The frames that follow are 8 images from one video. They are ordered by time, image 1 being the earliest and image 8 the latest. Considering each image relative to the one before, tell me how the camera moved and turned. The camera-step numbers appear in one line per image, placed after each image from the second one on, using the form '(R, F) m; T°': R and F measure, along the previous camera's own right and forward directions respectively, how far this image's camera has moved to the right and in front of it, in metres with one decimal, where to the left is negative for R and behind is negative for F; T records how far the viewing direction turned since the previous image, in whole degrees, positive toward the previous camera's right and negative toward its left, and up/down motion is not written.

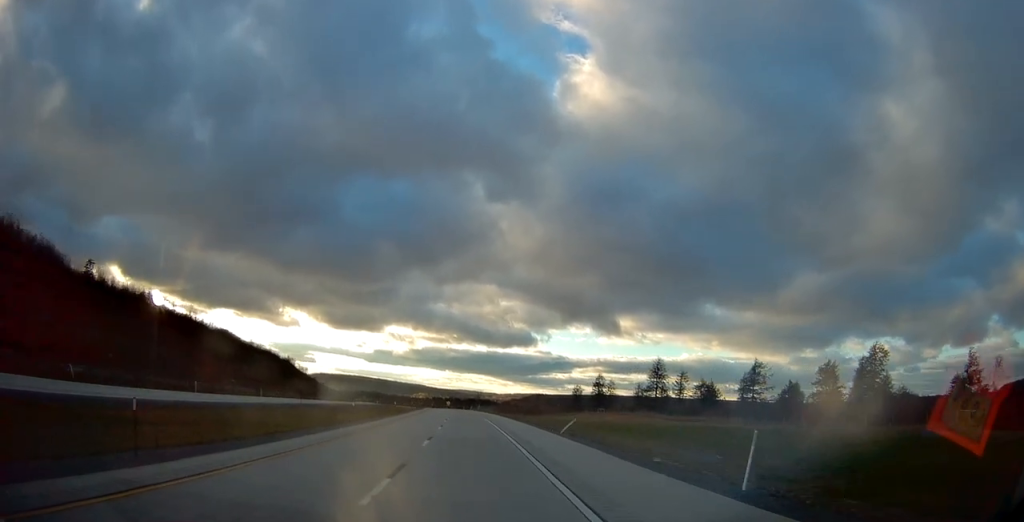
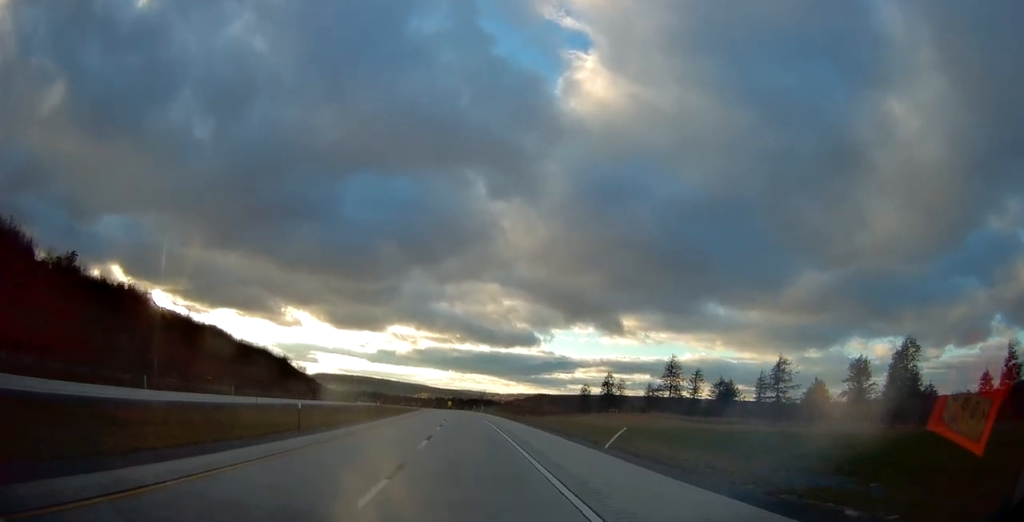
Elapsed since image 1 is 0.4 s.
(0.0, +11.9) m; 0°
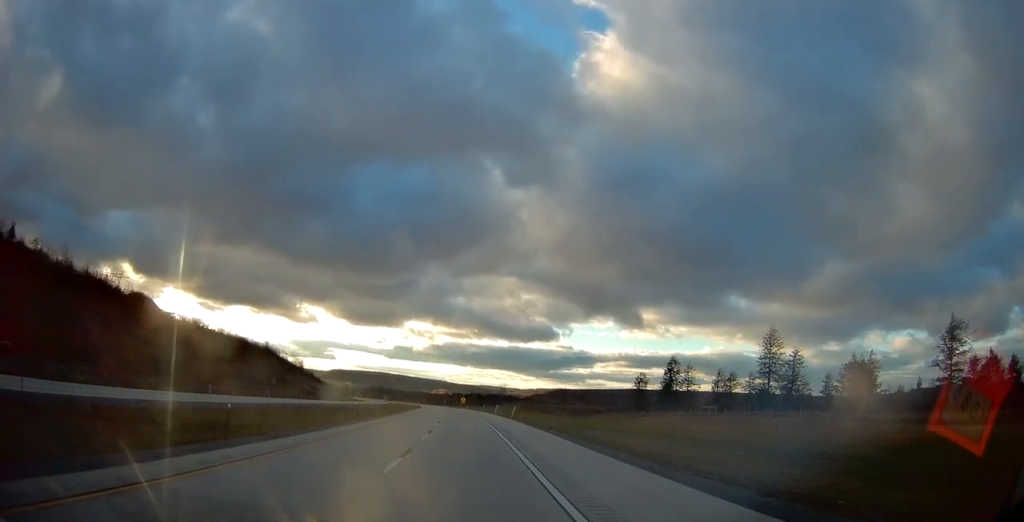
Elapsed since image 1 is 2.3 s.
(-0.8, +55.8) m; -2°
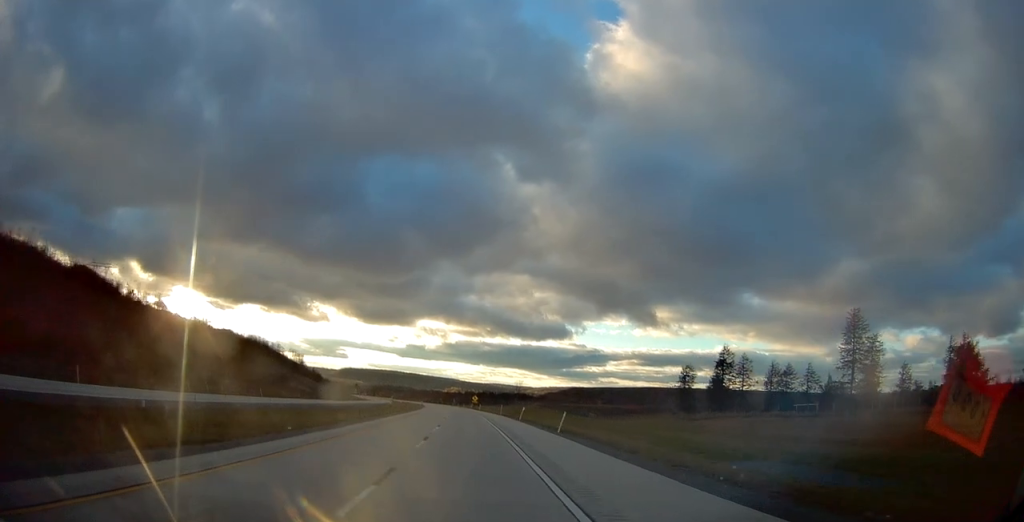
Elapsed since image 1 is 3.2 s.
(-0.4, +29.3) m; -1°
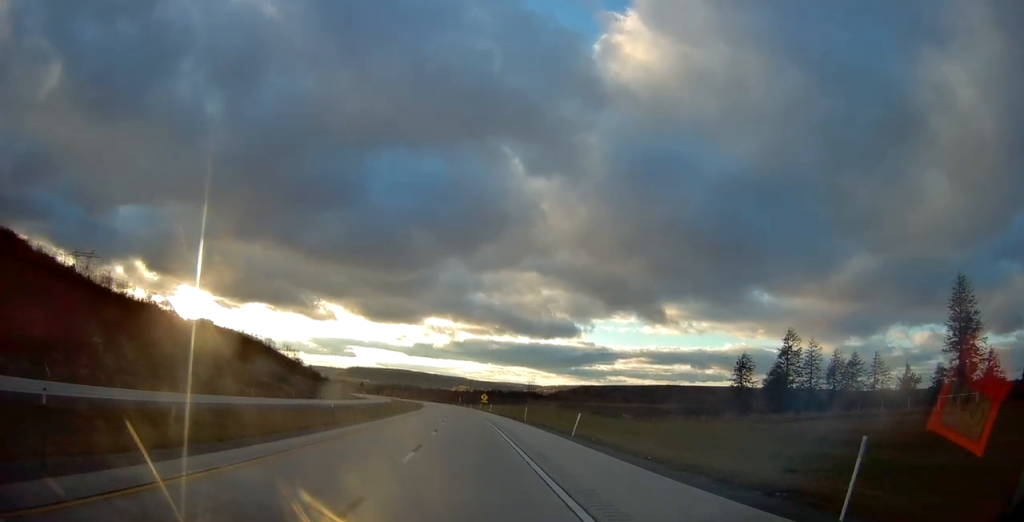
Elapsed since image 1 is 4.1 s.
(-0.1, +27.5) m; -1°
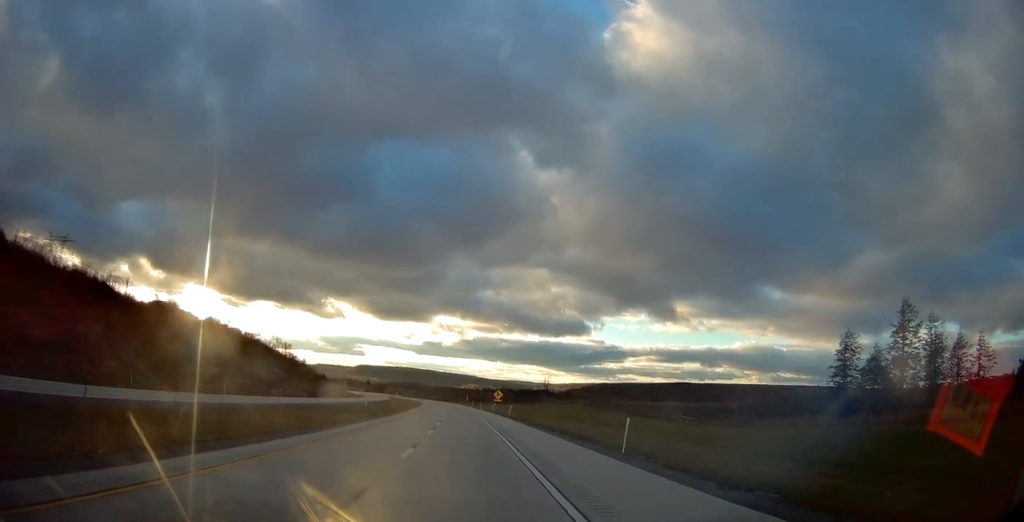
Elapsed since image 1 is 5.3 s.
(-0.4, +35.0) m; -1°
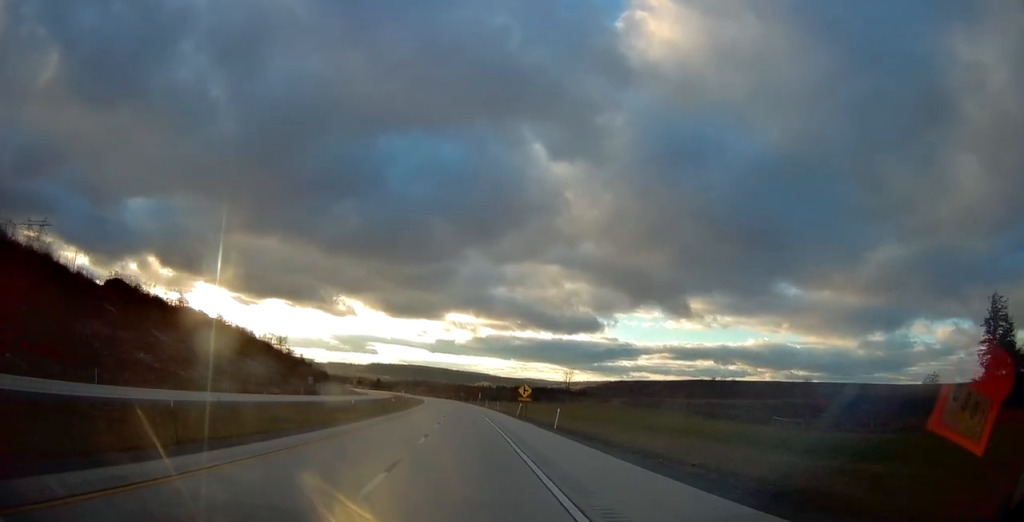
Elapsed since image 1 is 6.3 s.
(-0.4, +31.3) m; -1°
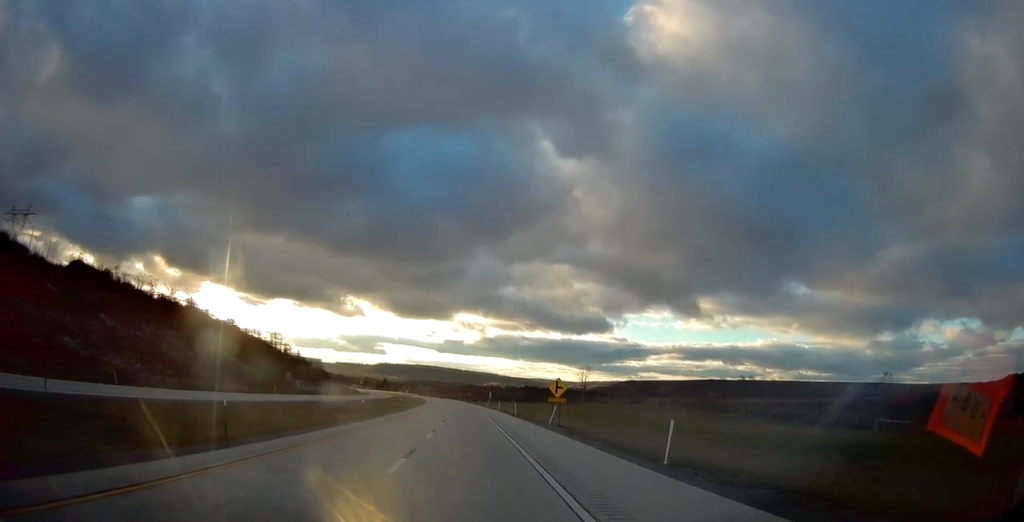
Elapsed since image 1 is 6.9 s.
(0.0, +20.9) m; -1°
